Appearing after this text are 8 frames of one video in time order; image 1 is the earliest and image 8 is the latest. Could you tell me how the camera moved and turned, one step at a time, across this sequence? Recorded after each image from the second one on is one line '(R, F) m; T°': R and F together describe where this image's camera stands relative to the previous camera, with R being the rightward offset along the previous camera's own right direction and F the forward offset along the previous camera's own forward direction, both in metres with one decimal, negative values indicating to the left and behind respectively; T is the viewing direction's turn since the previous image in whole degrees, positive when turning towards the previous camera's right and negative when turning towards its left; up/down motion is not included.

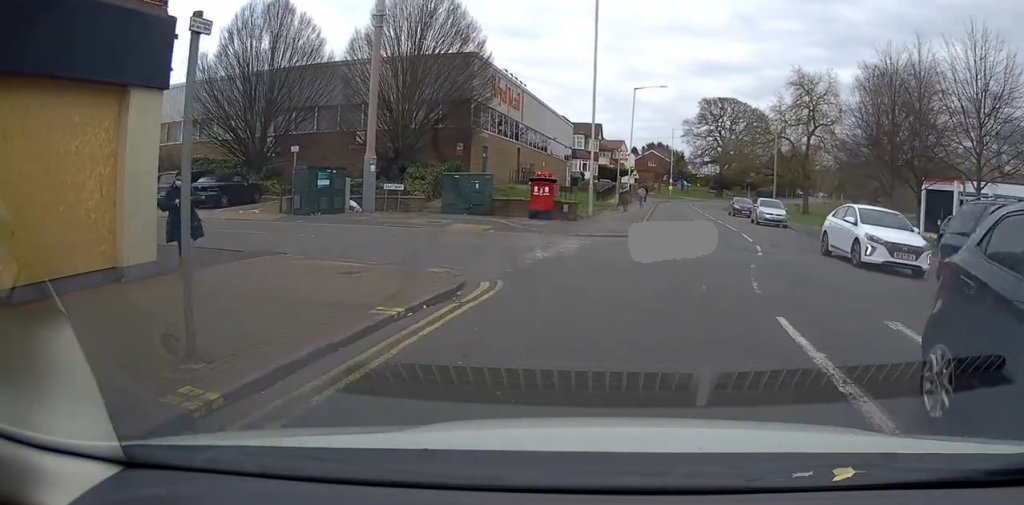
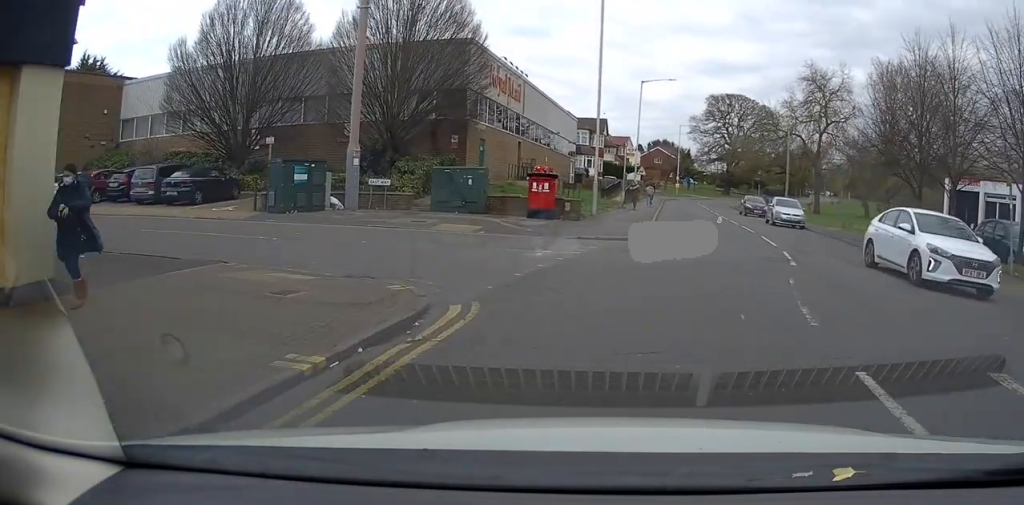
(-0.1, +2.4) m; +2°
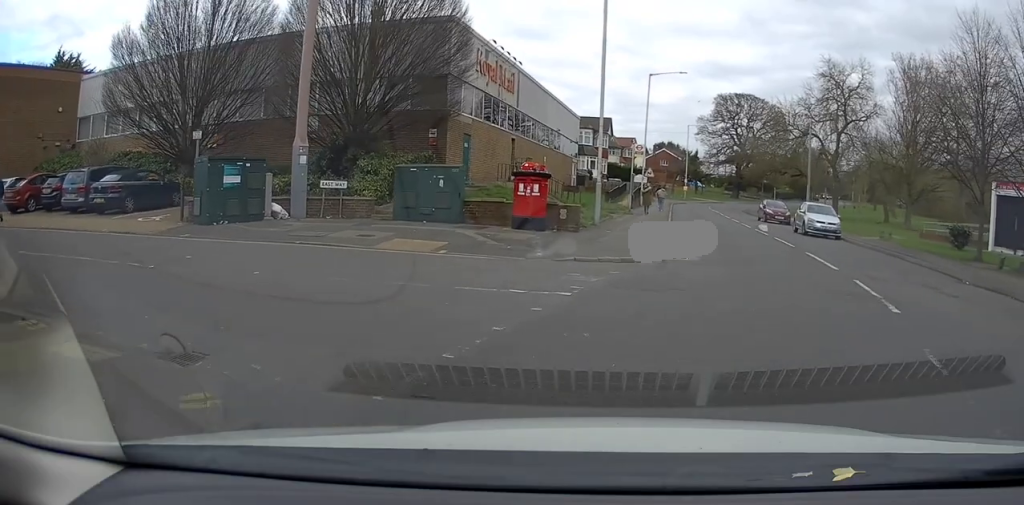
(+0.5, +4.5) m; +2°
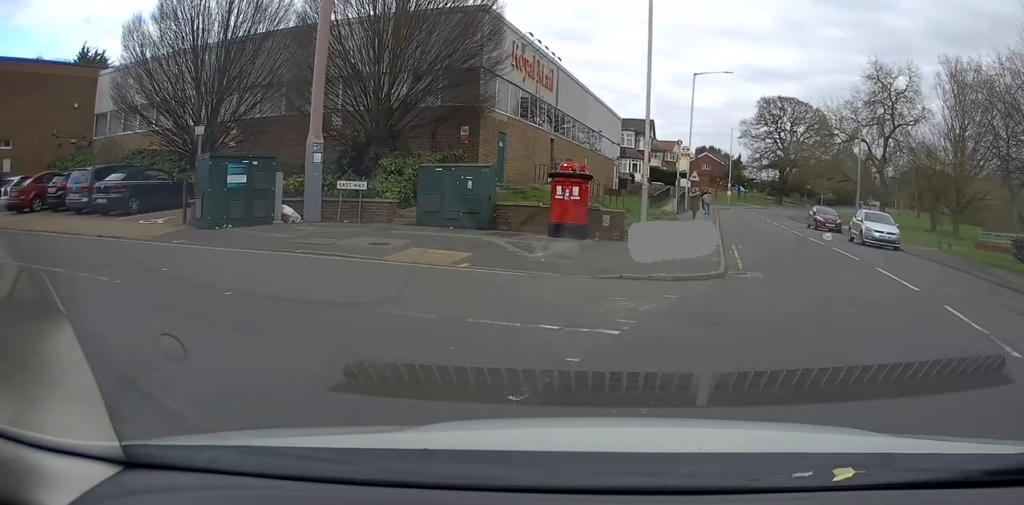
(+0.2, +1.9) m; -9°
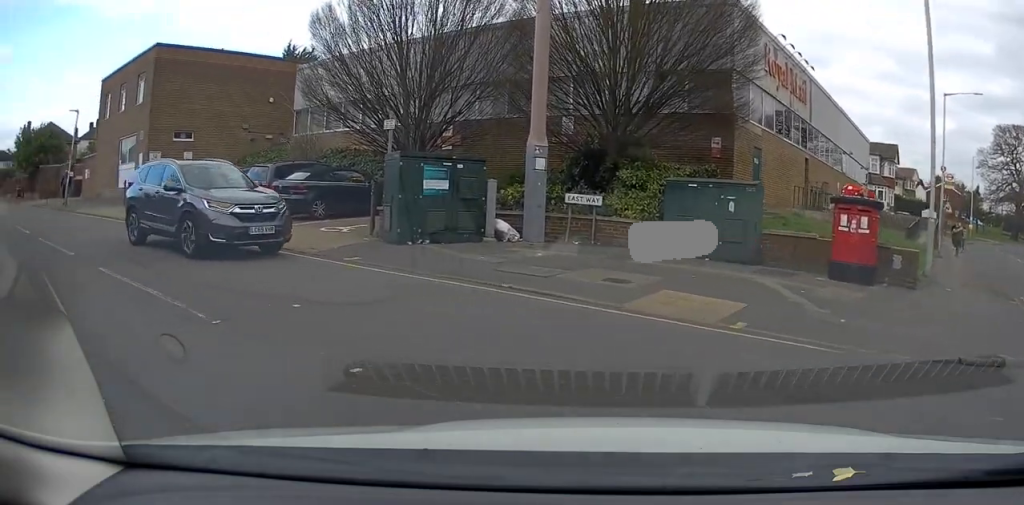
(-1.2, +3.2) m; -34°
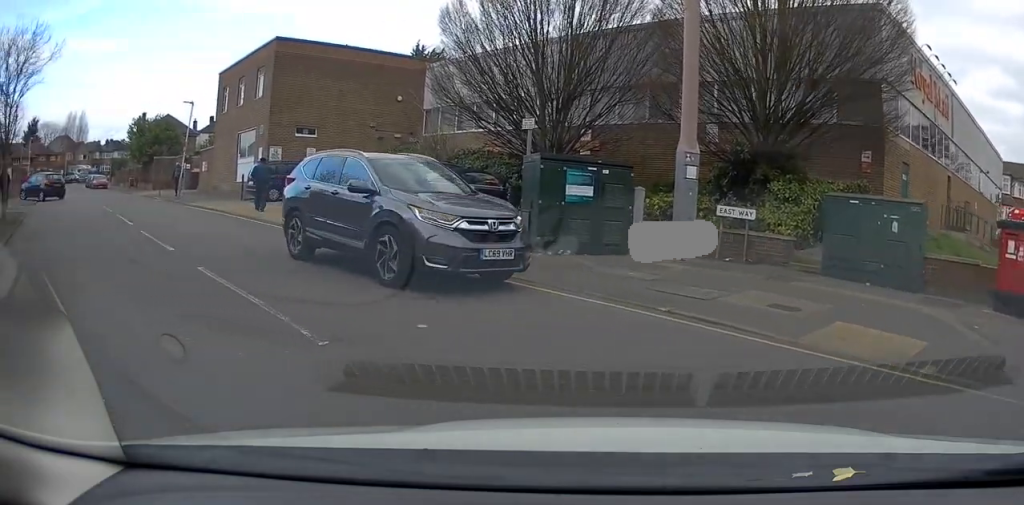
(-0.2, +1.1) m; -11°
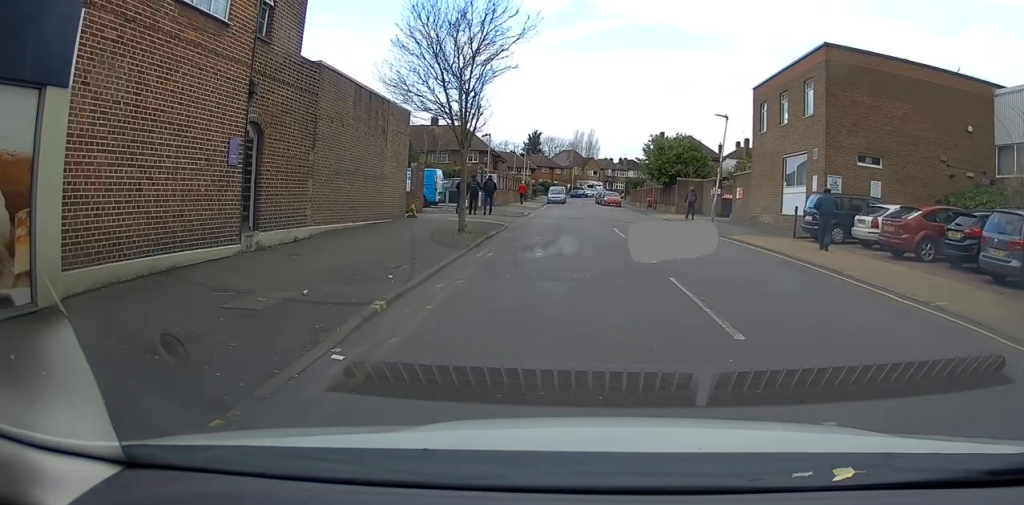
(-2.6, +5.6) m; -32°
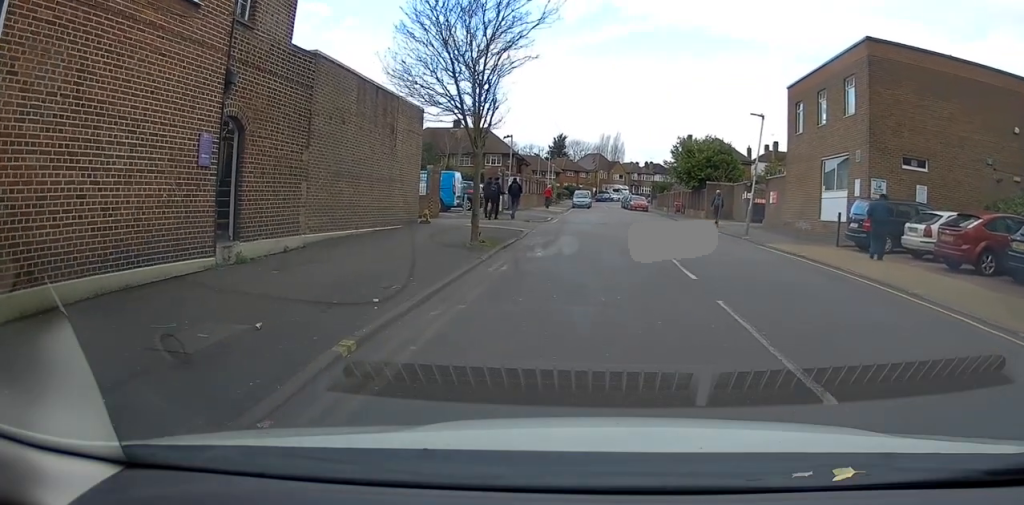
(0.0, +1.9) m; +3°
